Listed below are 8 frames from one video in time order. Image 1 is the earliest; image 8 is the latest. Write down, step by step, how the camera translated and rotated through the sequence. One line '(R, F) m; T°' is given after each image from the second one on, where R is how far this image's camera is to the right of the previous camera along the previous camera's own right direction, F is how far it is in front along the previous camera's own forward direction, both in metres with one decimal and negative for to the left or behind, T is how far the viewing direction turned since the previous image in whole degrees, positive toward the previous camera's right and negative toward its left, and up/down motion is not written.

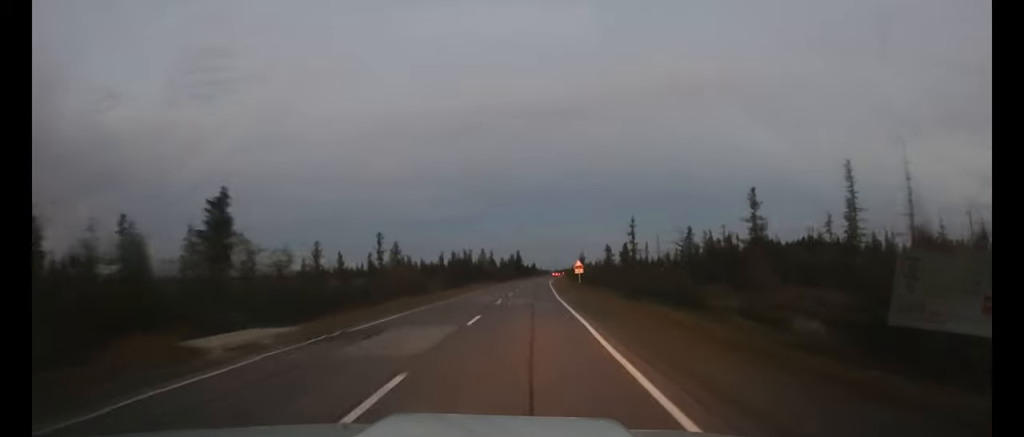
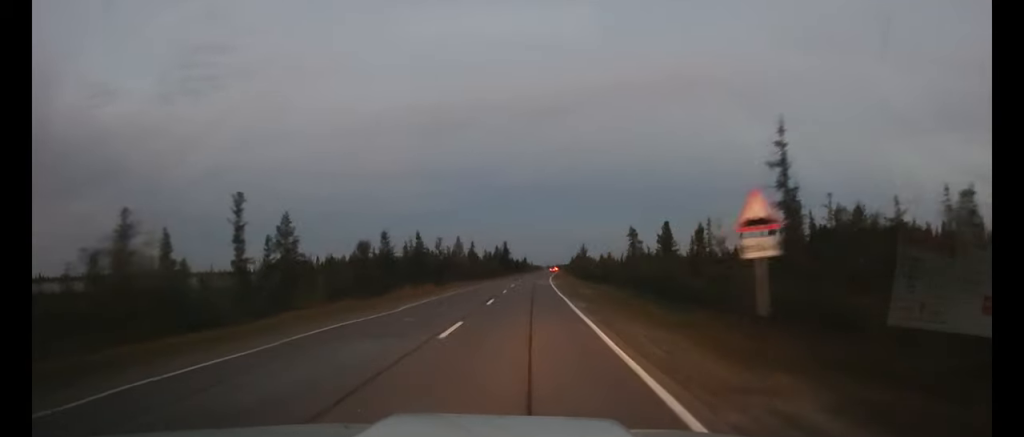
(+0.3, +42.4) m; +1°
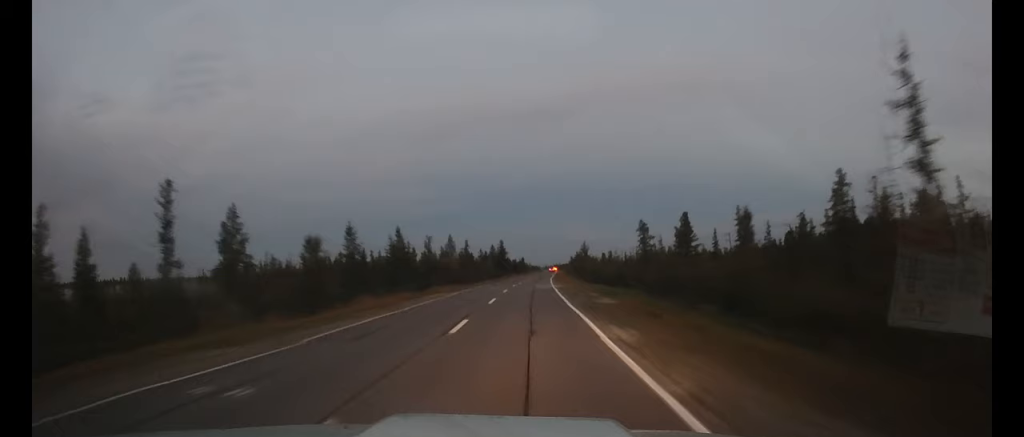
(0.0, +10.3) m; 0°
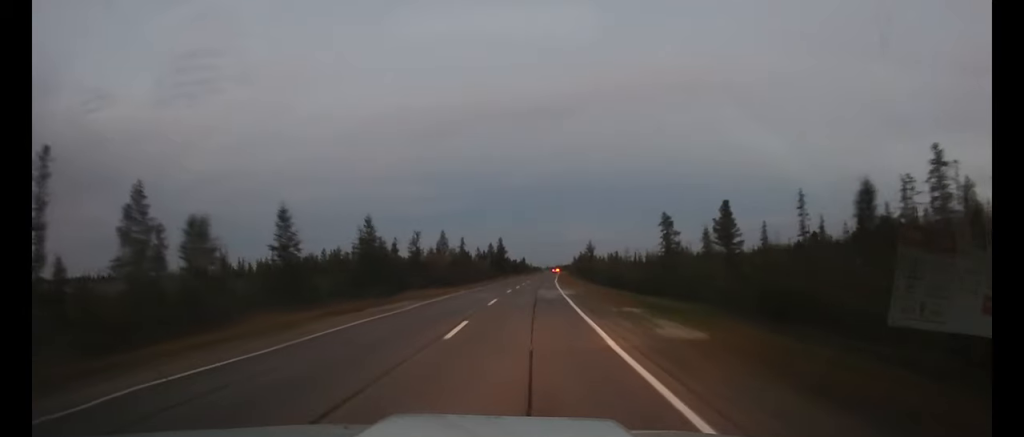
(0.0, +13.4) m; 0°
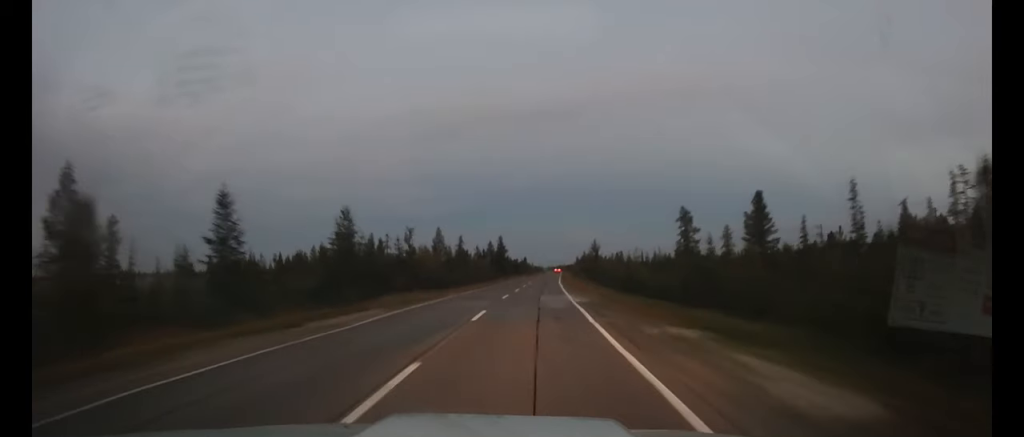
(0.0, +7.5) m; 0°
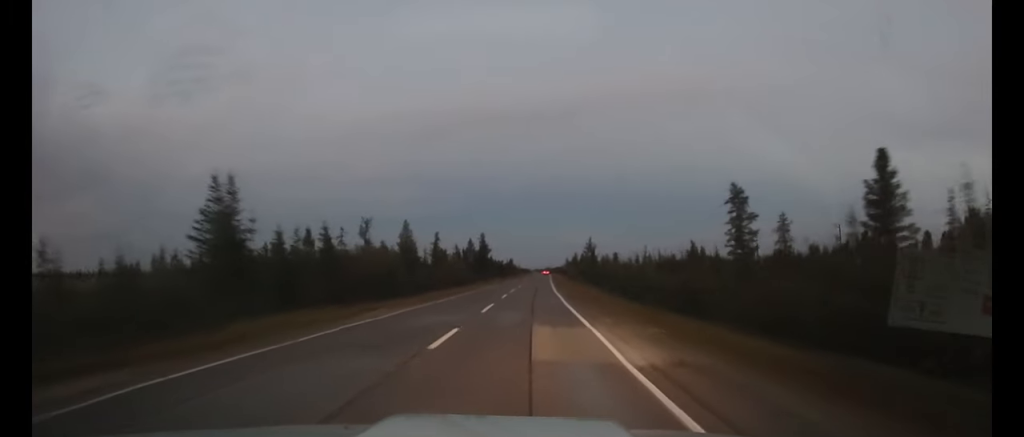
(0.0, +19.1) m; 0°
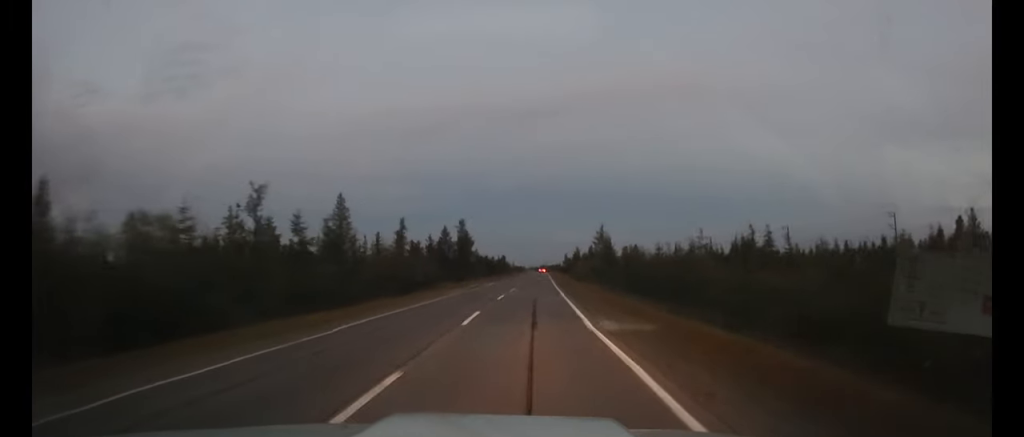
(+0.3, +30.8) m; +1°
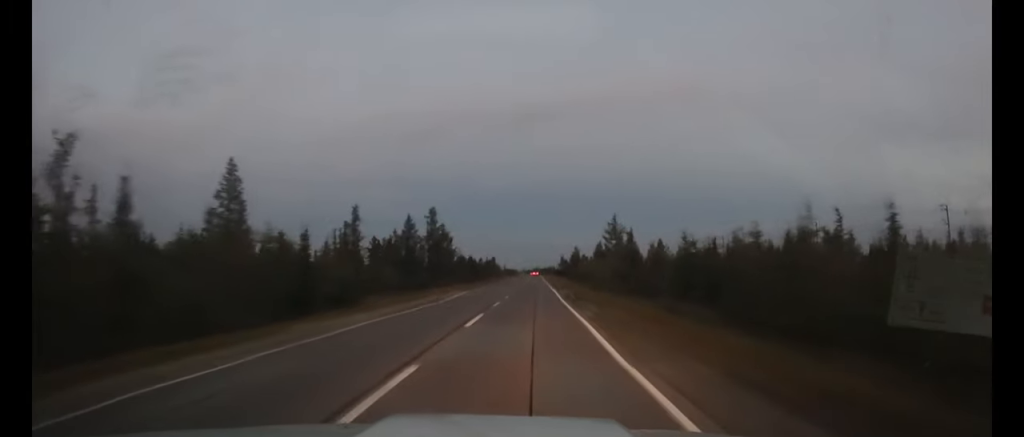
(+0.1, +23.1) m; +1°
